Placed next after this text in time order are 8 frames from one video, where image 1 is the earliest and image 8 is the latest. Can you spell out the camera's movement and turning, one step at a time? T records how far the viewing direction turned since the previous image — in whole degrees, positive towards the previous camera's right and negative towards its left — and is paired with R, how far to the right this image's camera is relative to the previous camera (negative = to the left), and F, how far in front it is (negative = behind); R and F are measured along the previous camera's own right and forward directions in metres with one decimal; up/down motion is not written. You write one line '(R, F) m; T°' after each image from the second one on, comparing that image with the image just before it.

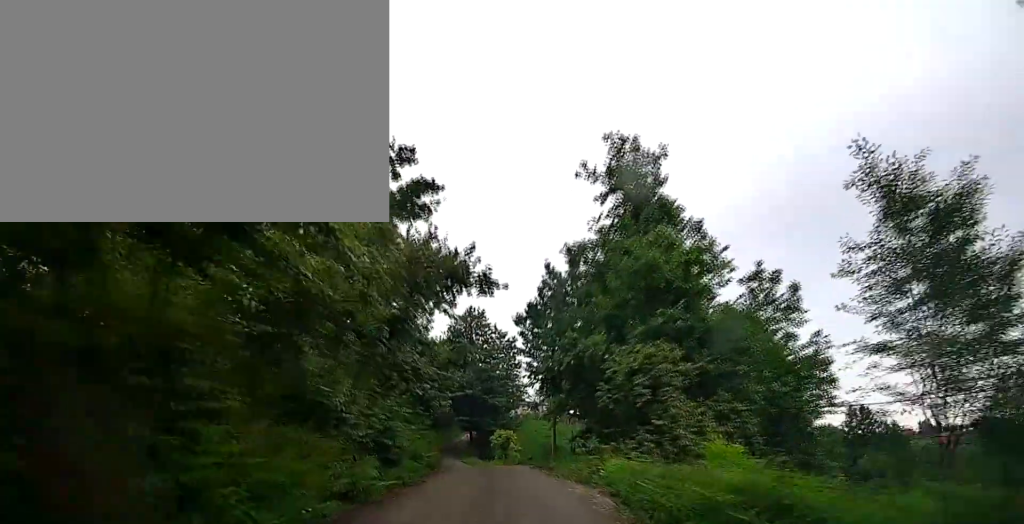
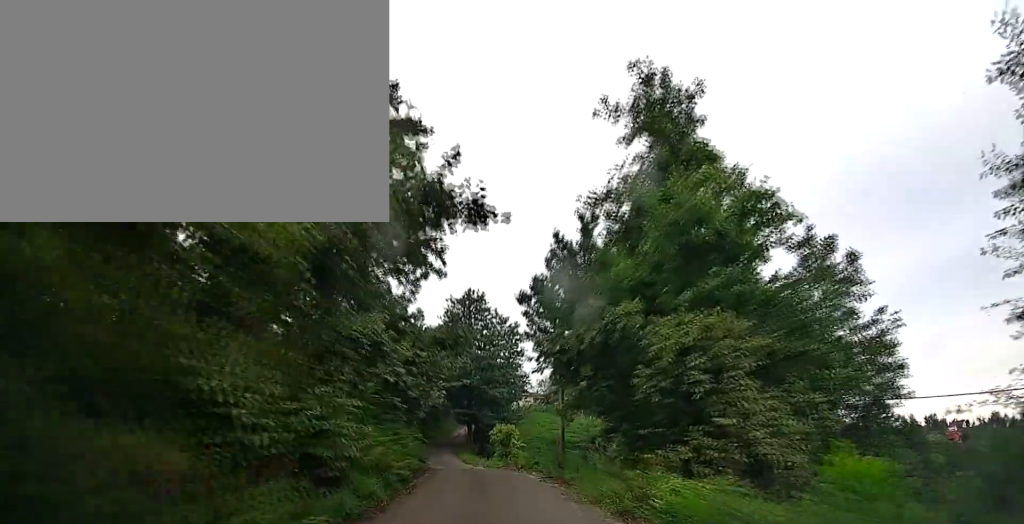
(-0.1, +4.2) m; -2°
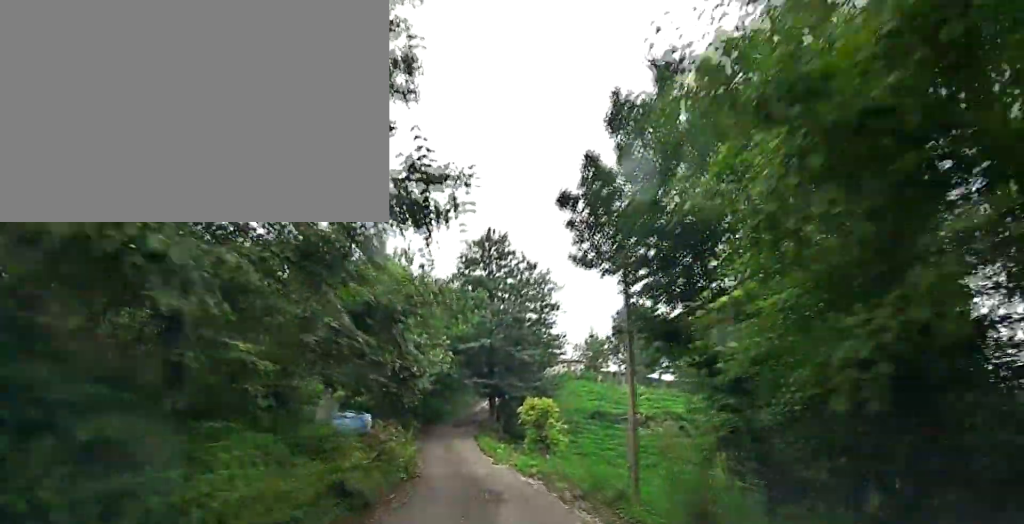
(-0.5, +10.0) m; -3°
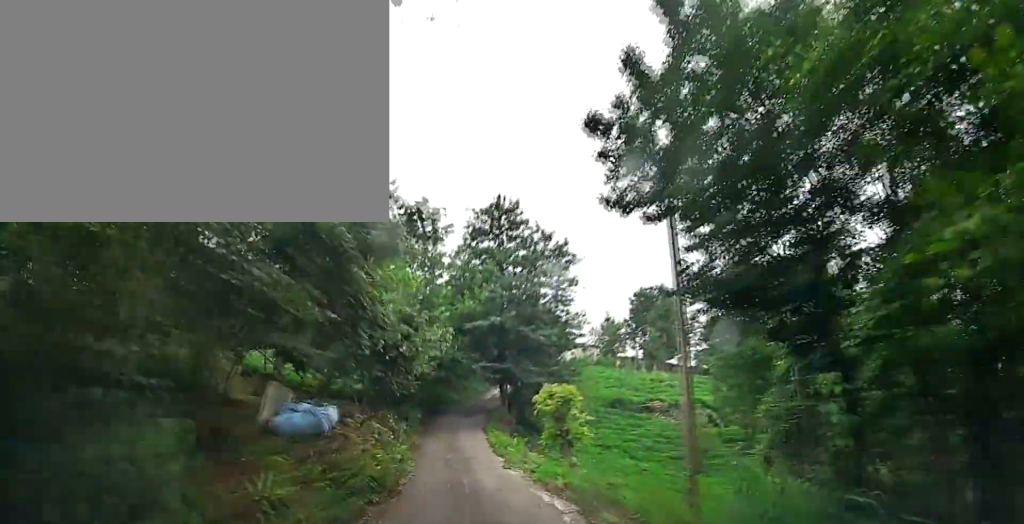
(0.0, +4.1) m; -1°
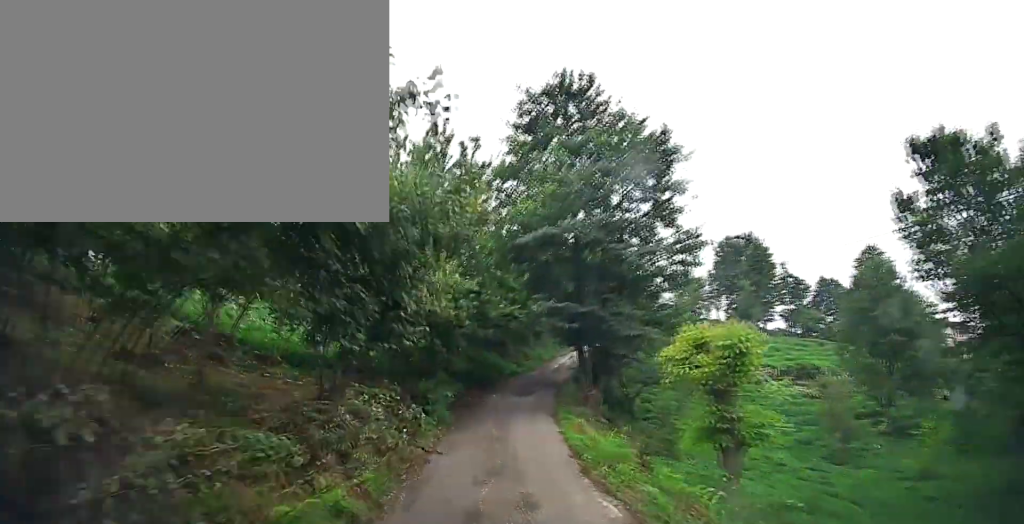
(-0.5, +10.7) m; -5°
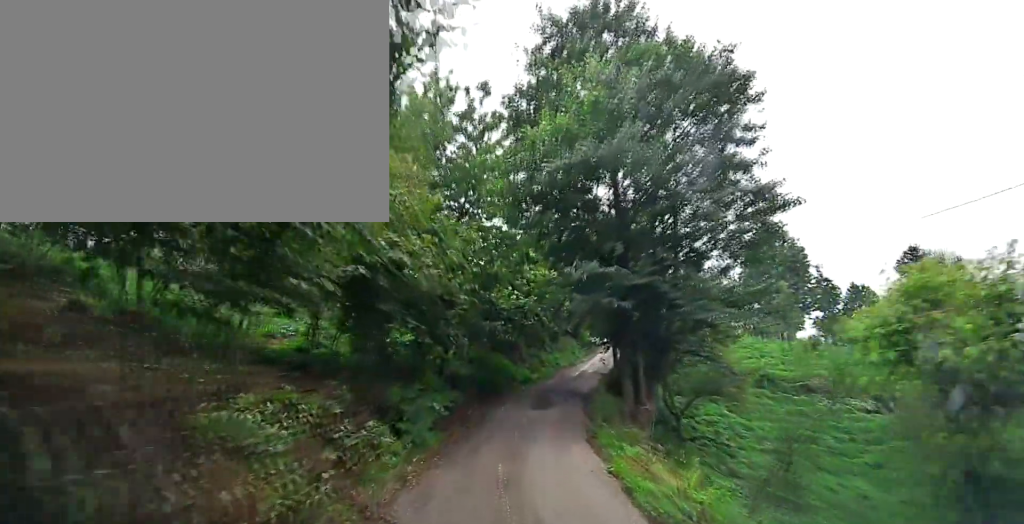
(-0.1, +5.6) m; -1°
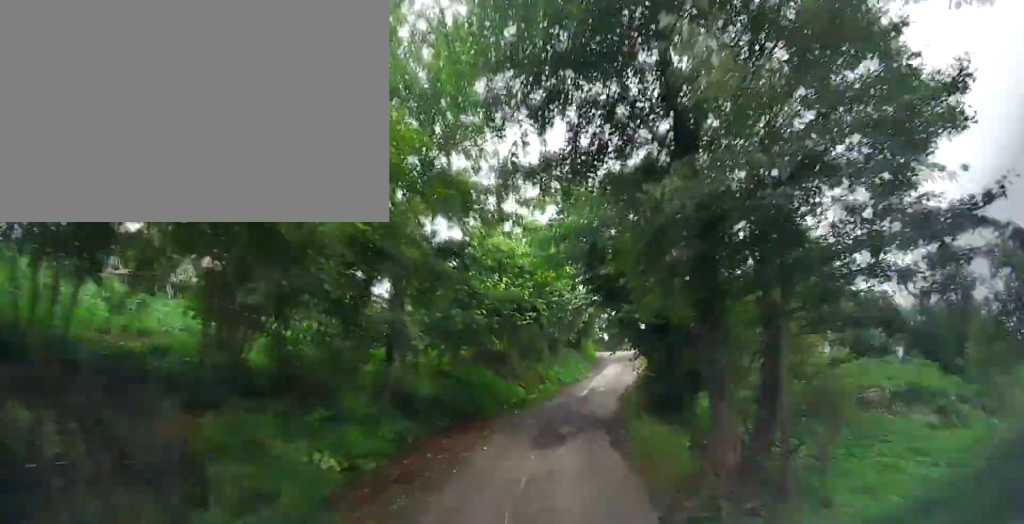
(0.0, +6.9) m; +1°
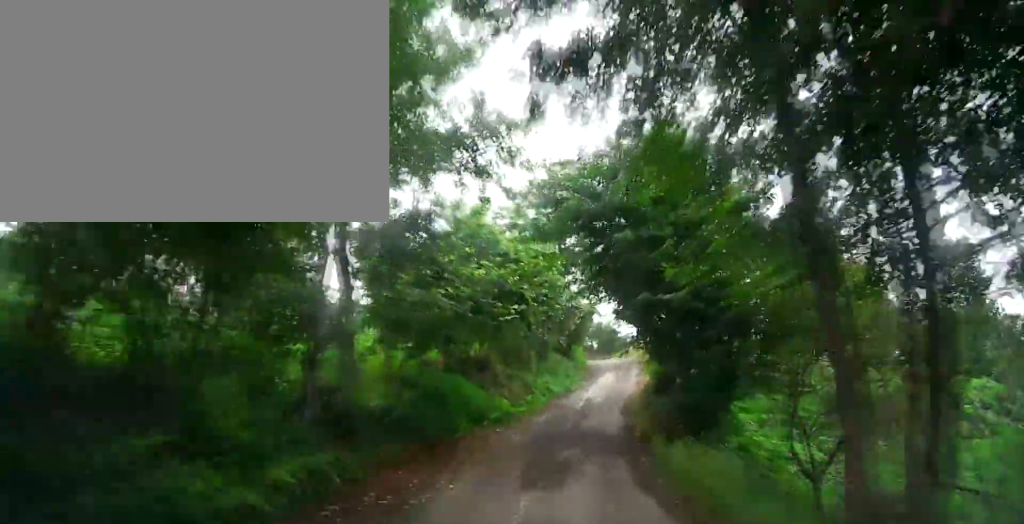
(-0.1, +3.5) m; +2°
